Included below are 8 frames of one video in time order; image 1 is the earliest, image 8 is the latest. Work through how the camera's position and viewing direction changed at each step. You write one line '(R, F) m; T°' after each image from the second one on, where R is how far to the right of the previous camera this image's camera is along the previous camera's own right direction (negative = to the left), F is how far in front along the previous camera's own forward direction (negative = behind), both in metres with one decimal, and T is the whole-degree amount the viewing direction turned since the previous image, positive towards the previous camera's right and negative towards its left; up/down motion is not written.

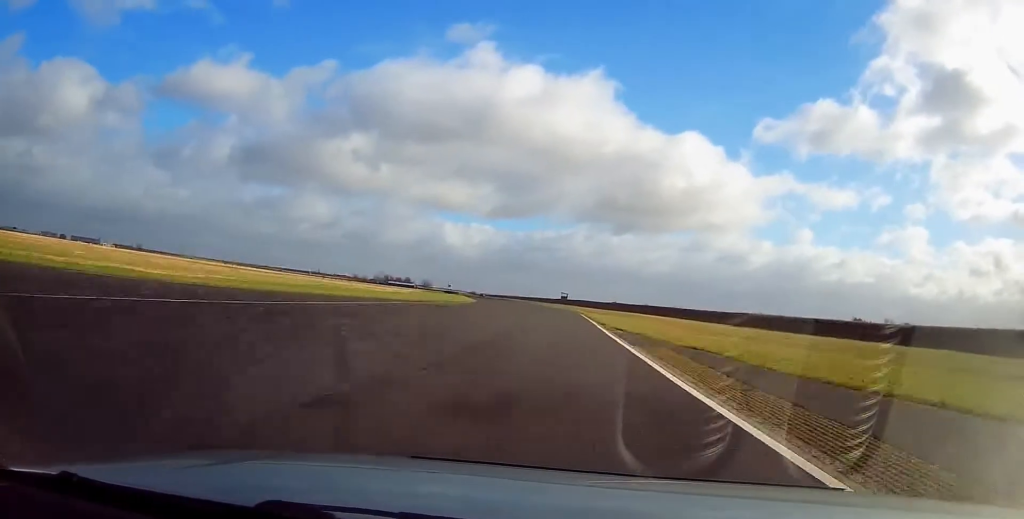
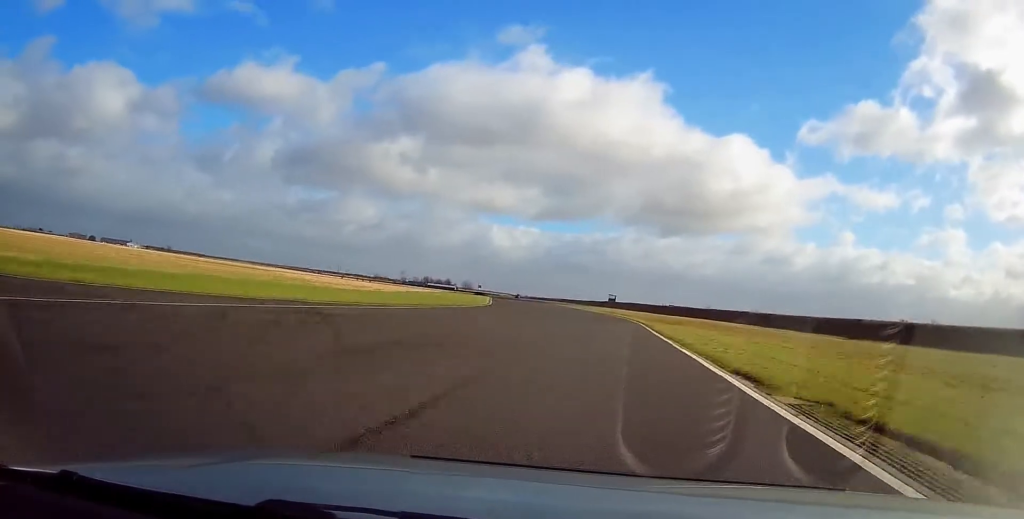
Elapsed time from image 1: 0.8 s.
(-1.1, +26.8) m; -3°
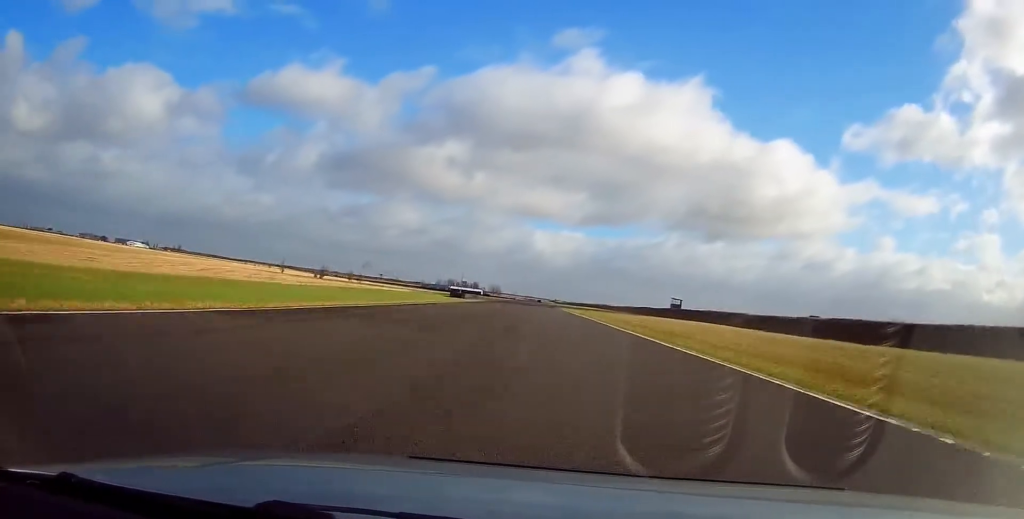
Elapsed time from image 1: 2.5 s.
(-3.4, +70.7) m; -5°
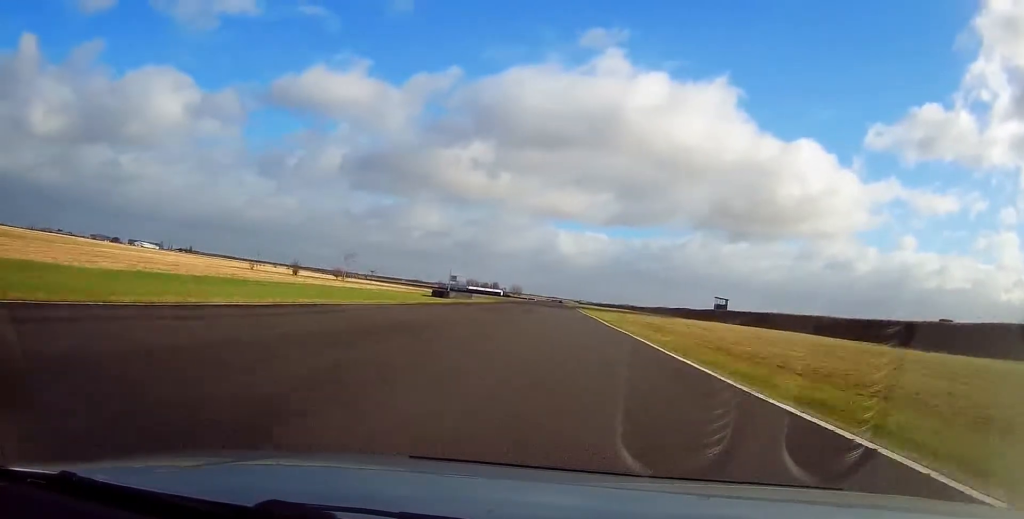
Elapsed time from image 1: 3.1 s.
(-0.2, +25.2) m; -1°
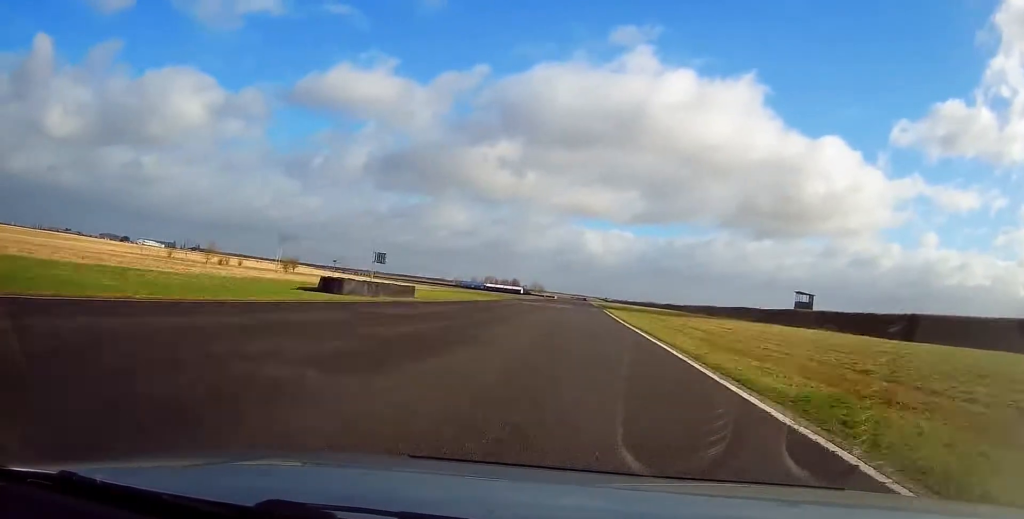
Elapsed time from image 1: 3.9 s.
(-0.6, +36.4) m; -1°
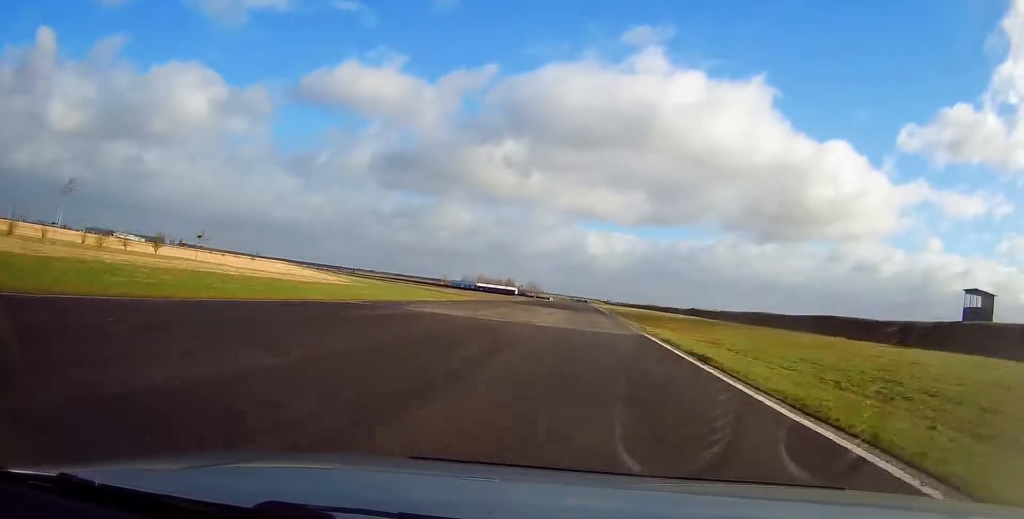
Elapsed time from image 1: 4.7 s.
(-0.4, +43.4) m; 0°
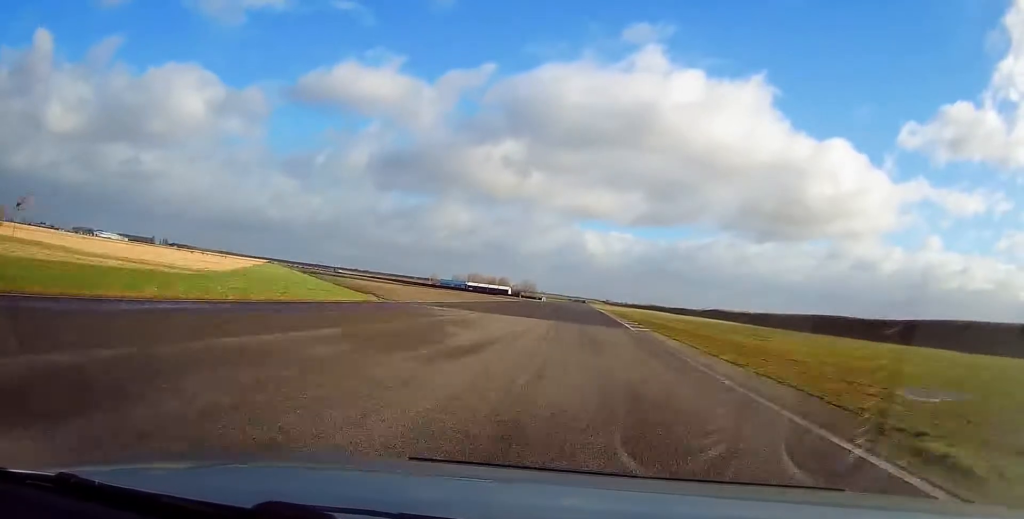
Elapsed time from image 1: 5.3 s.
(-0.2, +29.3) m; 0°
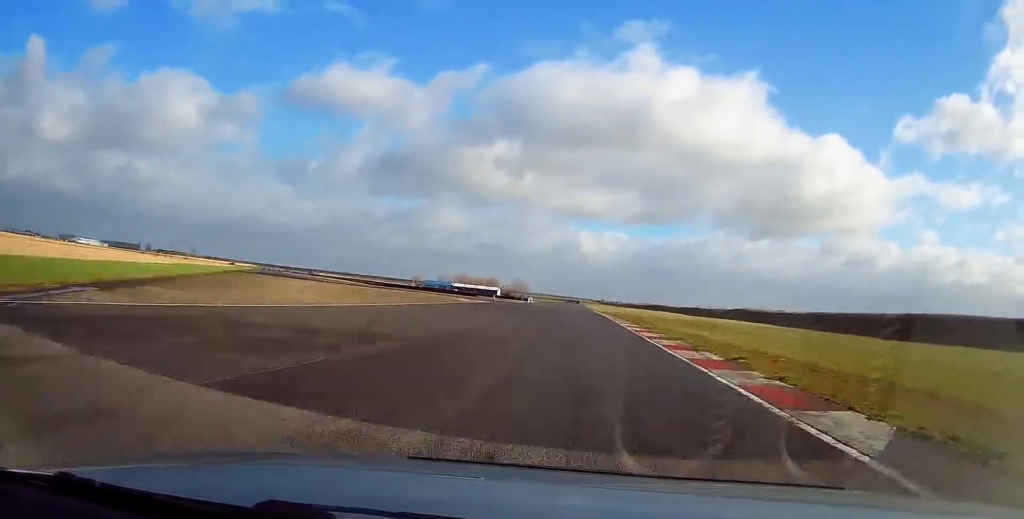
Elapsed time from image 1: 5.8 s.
(+0.4, +27.0) m; 0°
